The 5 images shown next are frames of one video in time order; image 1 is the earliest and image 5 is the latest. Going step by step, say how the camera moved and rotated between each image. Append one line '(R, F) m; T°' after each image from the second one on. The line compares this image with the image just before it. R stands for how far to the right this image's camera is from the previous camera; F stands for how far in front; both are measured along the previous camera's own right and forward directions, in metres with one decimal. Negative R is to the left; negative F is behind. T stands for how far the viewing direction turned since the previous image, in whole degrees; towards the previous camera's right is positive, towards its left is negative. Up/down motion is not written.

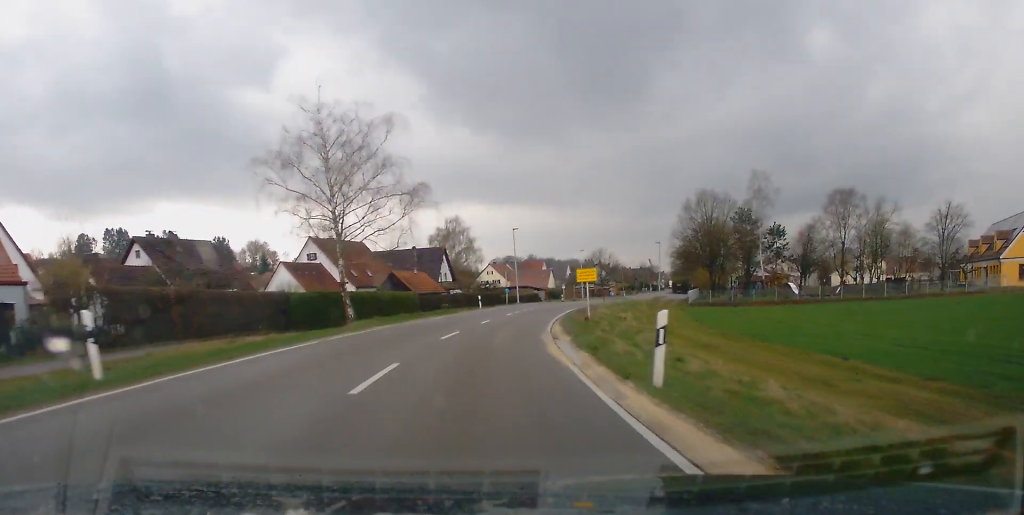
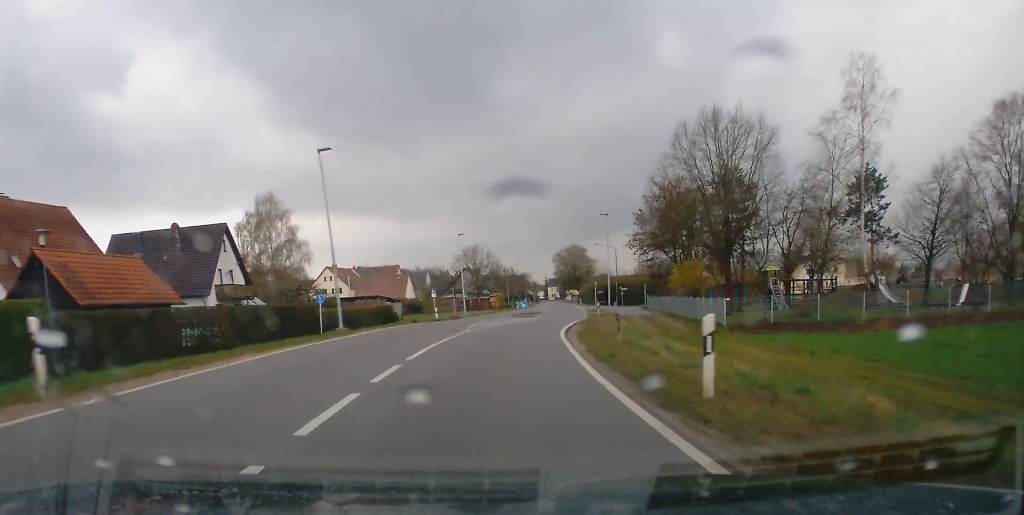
(+3.9, +50.4) m; +9°
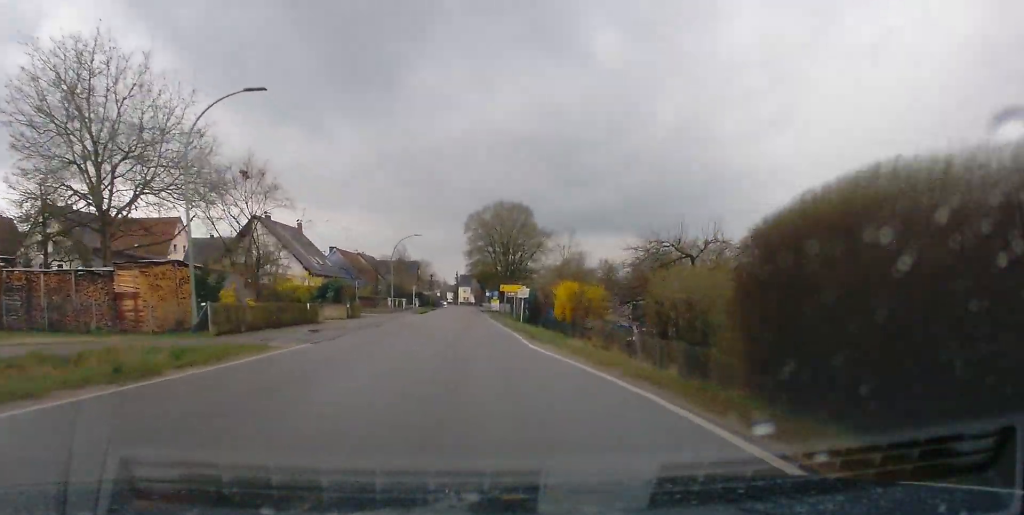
(+7.7, +109.2) m; +2°
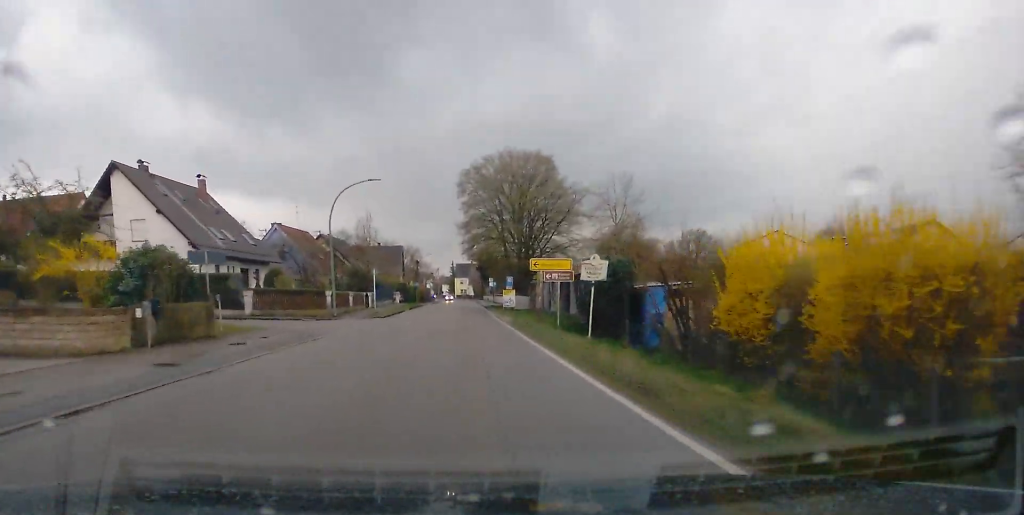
(0.0, +33.0) m; +1°
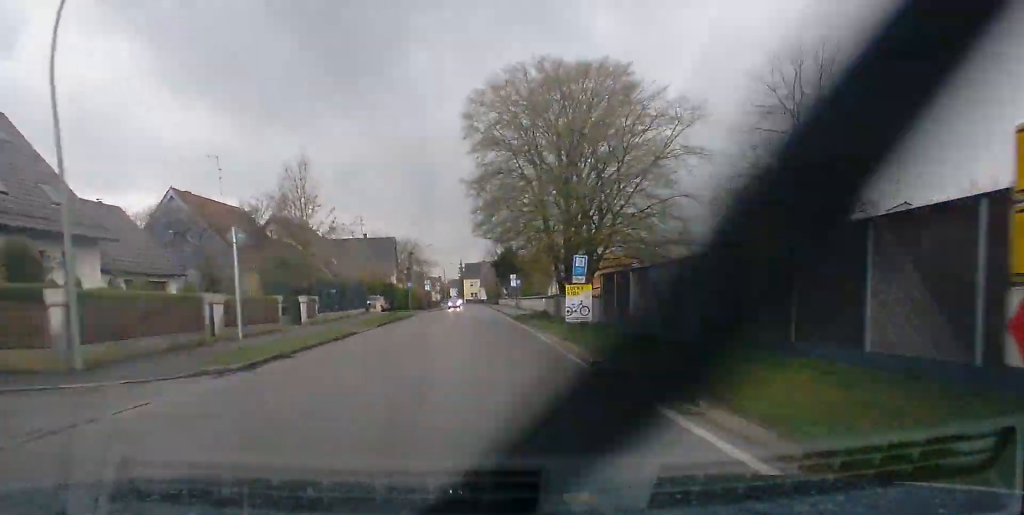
(+0.6, +31.3) m; +1°
